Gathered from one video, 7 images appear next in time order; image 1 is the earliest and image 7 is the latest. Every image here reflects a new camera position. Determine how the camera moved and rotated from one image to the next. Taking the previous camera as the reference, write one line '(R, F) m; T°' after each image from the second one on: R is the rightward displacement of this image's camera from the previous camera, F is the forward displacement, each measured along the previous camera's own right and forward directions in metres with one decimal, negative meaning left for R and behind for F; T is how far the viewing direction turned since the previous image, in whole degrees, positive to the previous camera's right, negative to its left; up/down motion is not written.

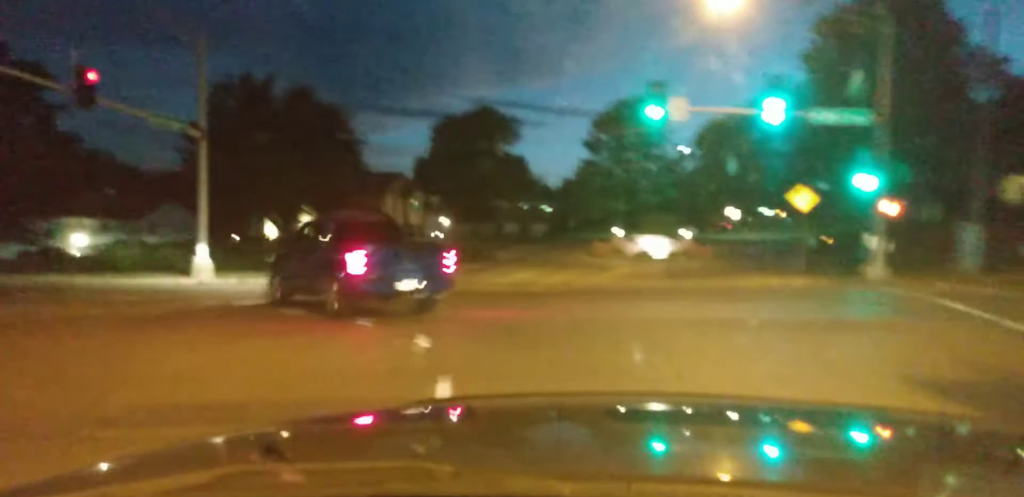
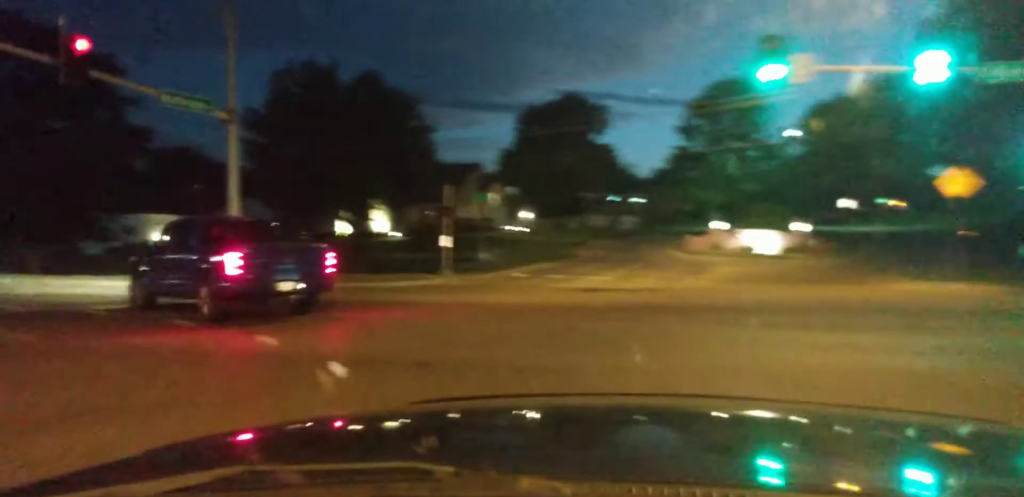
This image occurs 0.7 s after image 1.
(-0.2, +4.5) m; -5°
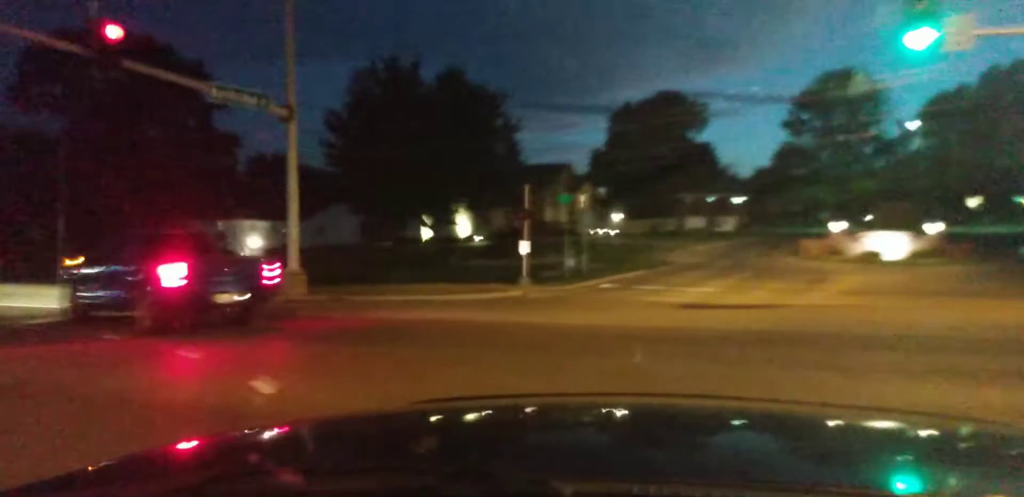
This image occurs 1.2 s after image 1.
(0.0, +3.1) m; -5°
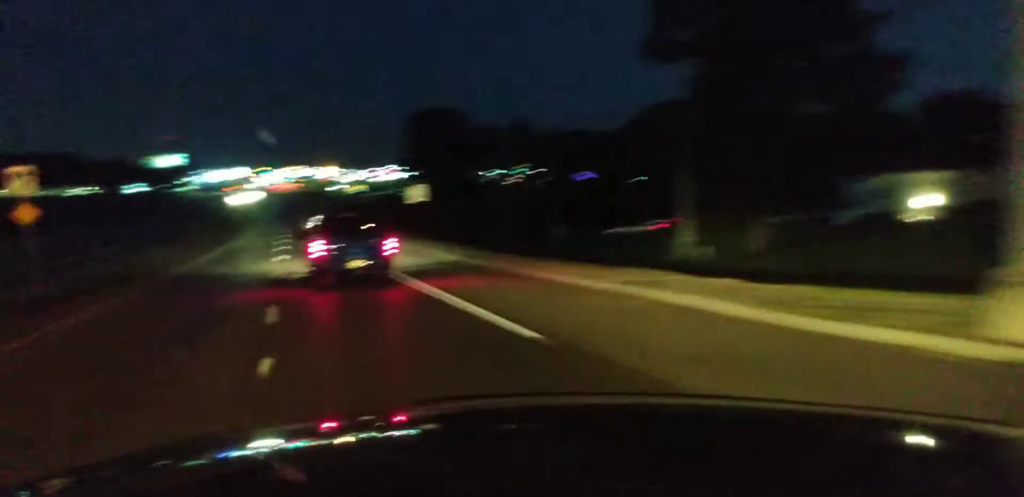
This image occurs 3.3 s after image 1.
(-4.5, +11.7) m; -37°
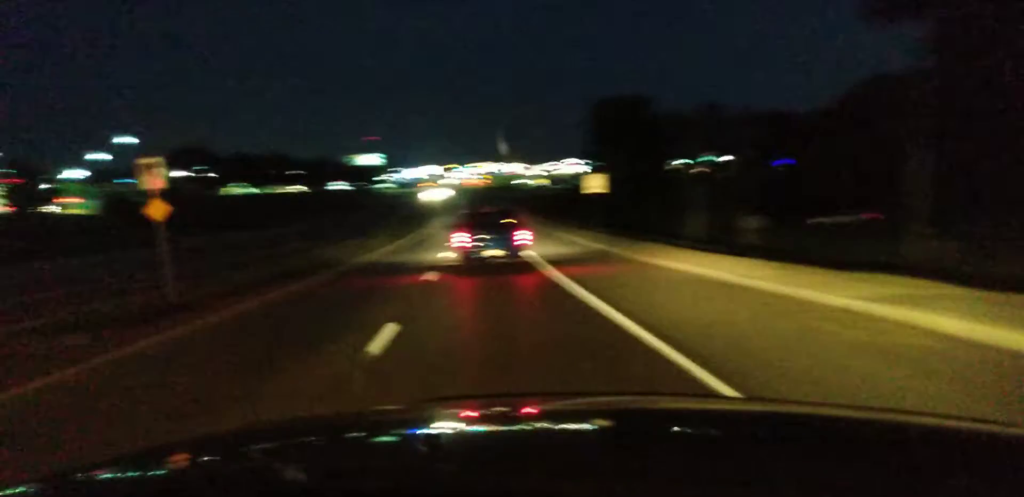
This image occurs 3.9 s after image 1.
(-0.1, +2.6) m; -2°
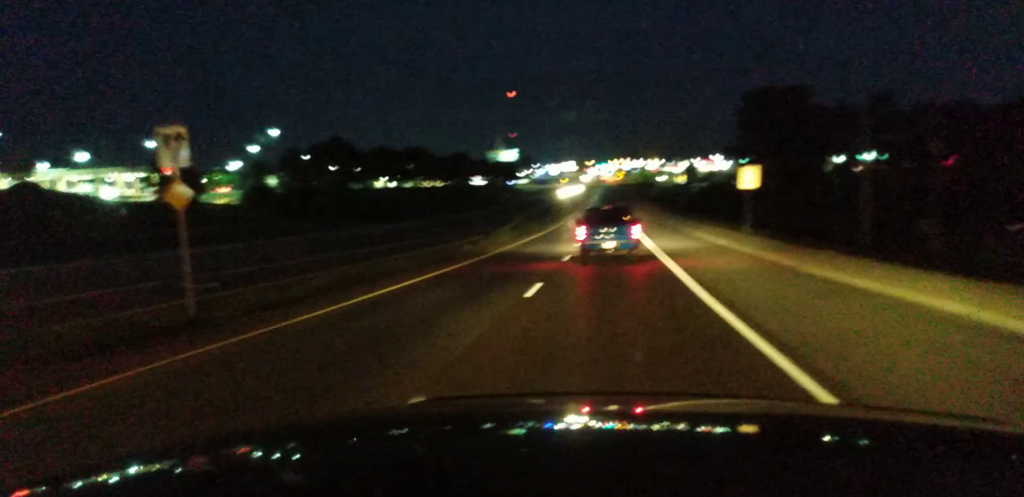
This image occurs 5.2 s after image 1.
(-0.4, +4.5) m; -19°
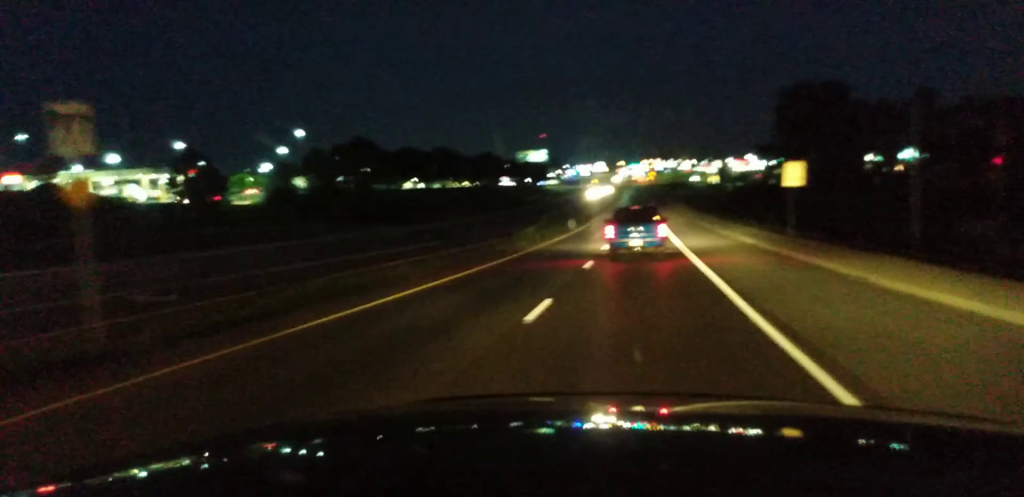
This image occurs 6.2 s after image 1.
(-0.8, +4.0) m; -13°
